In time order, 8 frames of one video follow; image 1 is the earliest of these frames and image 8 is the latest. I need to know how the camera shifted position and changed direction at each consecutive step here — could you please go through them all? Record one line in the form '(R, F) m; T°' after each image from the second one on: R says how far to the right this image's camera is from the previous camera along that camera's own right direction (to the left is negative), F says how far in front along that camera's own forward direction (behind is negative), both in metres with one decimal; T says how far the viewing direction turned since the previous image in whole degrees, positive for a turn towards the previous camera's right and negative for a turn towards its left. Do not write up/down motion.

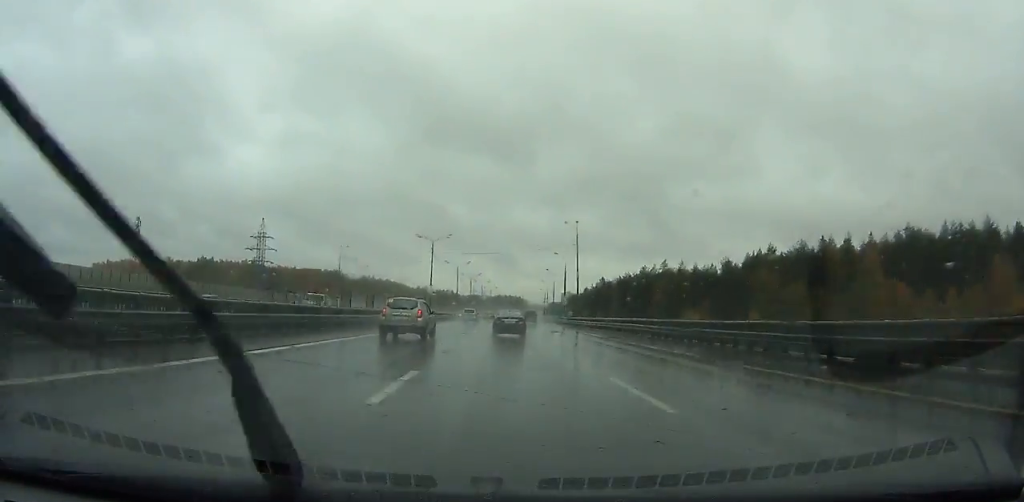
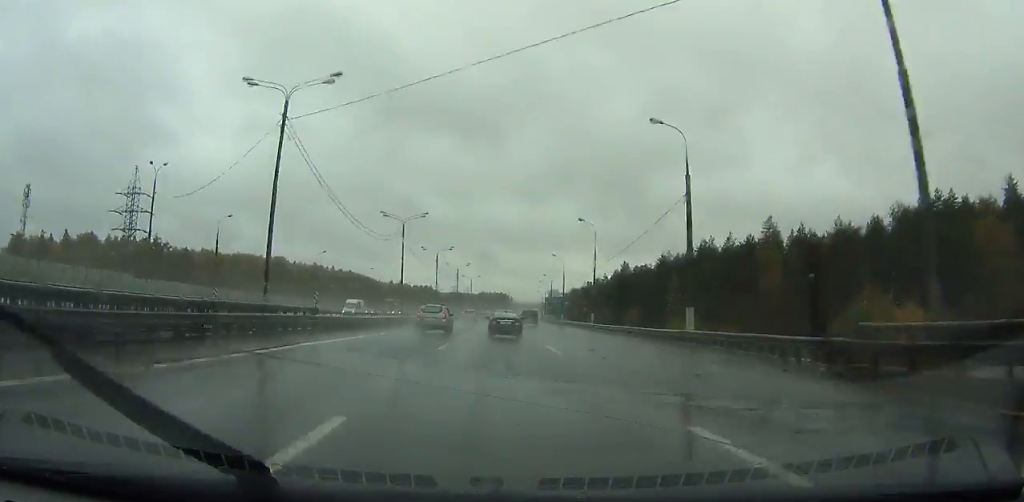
(+0.9, +70.2) m; +1°
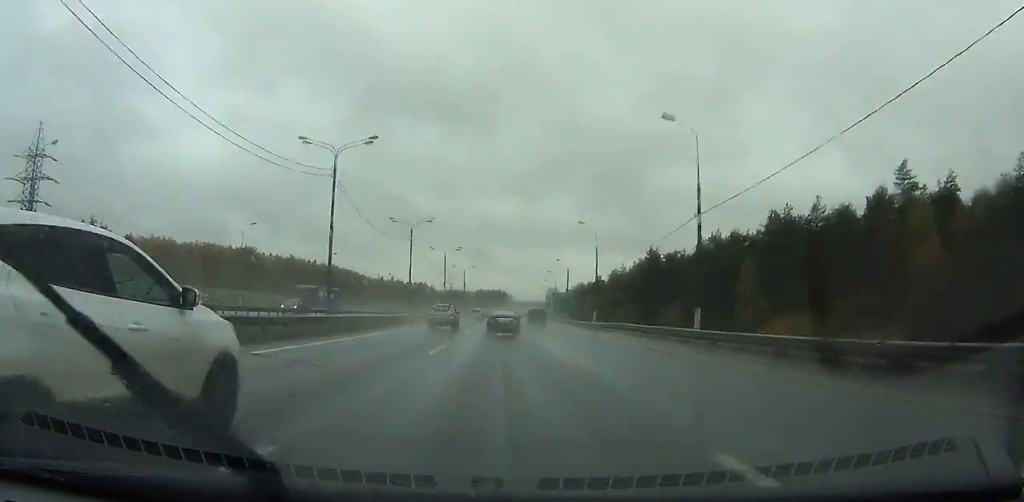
(0.0, +33.8) m; +1°
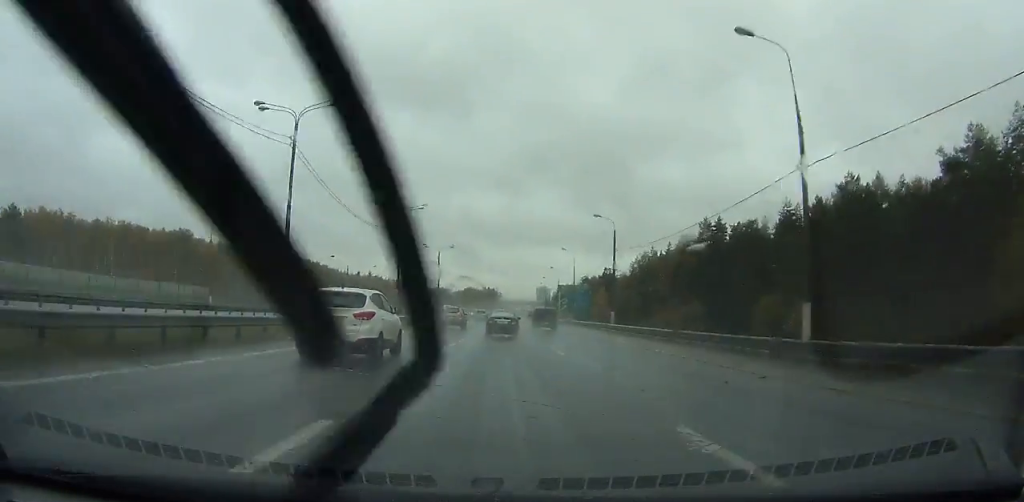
(+0.4, +46.6) m; +1°
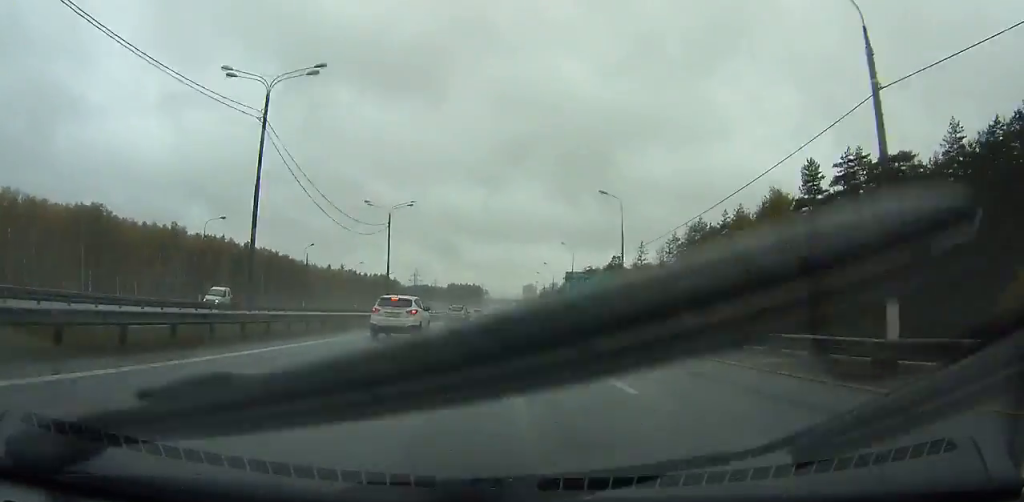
(+0.1, +41.5) m; +1°
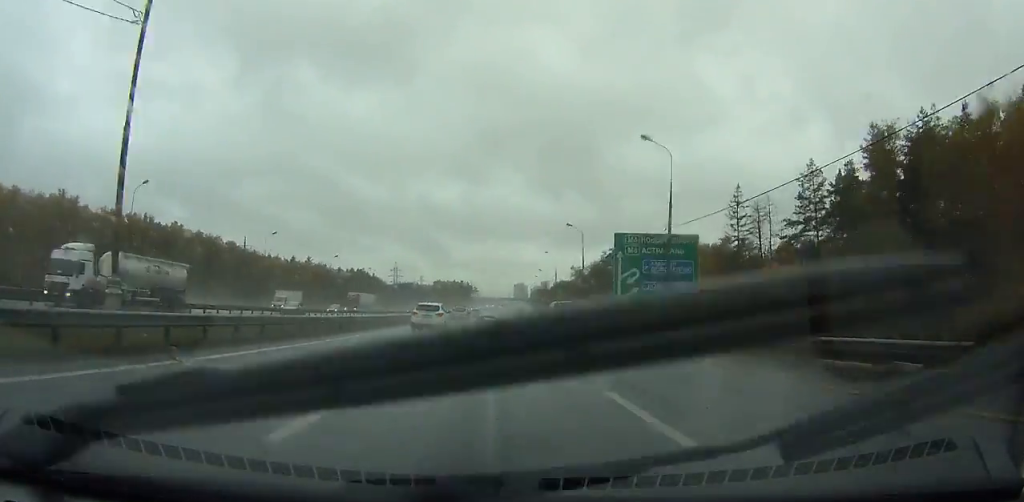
(+0.5, +51.8) m; +1°
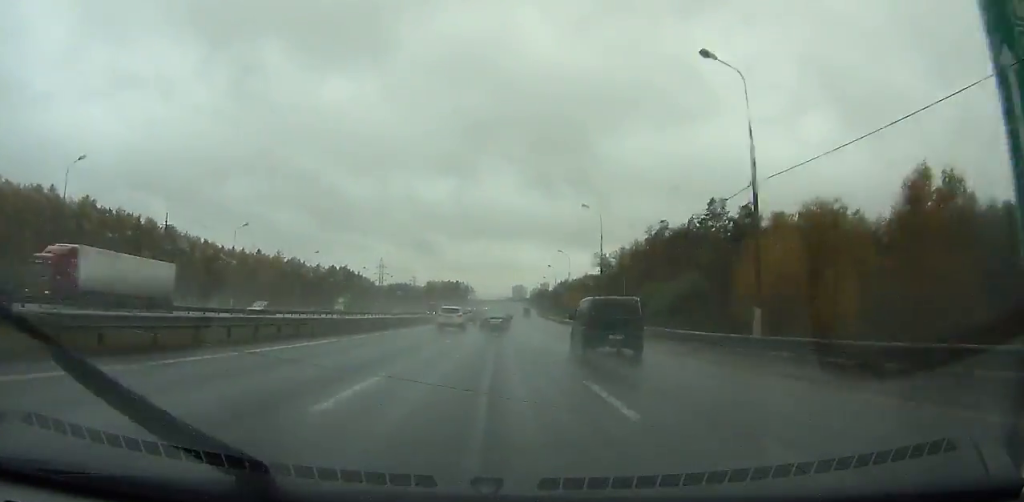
(+0.5, +46.7) m; +1°
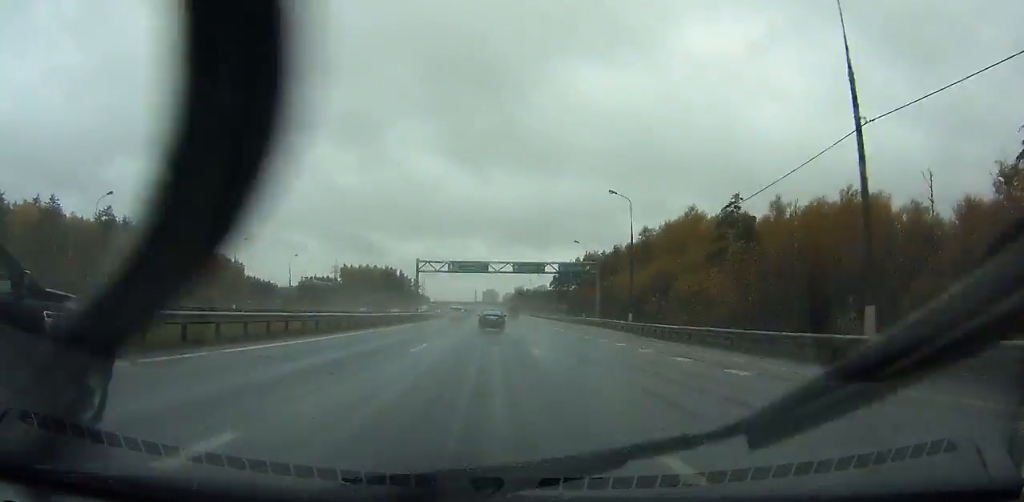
(+6.5, +229.3) m; +2°
